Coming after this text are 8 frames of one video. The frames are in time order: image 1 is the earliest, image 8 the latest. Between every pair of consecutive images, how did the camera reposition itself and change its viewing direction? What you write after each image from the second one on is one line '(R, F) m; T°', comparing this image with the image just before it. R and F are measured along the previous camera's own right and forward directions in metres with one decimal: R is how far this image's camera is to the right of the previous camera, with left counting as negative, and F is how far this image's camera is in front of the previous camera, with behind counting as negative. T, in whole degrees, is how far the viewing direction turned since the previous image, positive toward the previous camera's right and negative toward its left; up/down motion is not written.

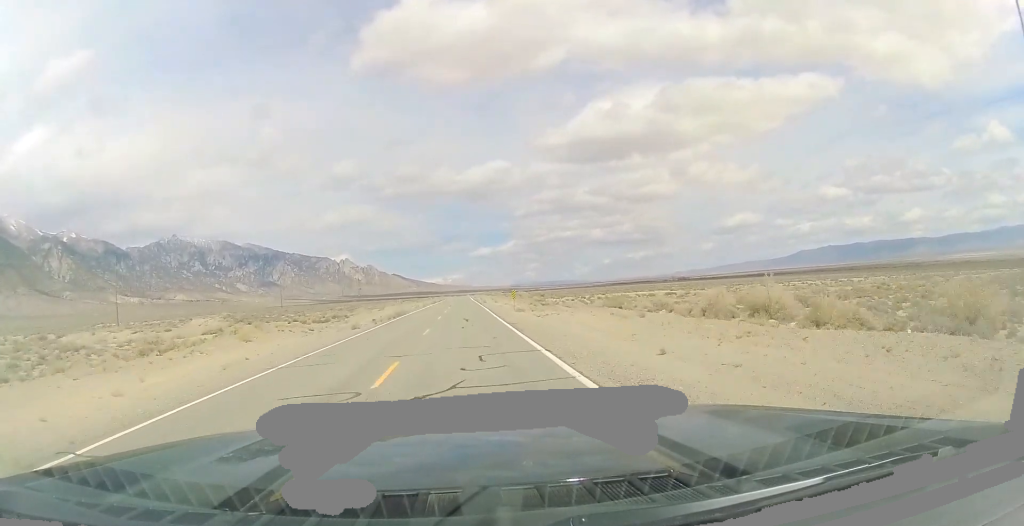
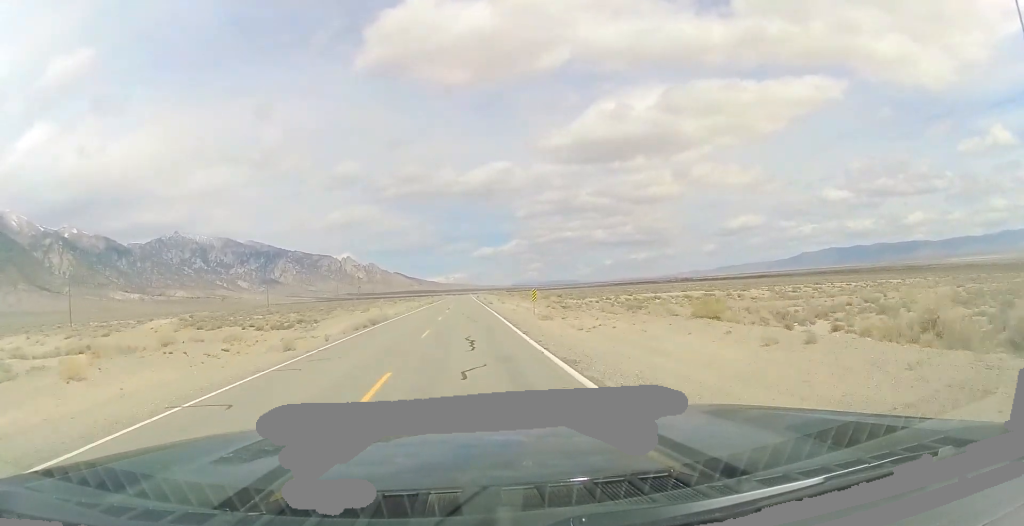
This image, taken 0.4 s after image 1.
(+0.1, +15.2) m; 0°
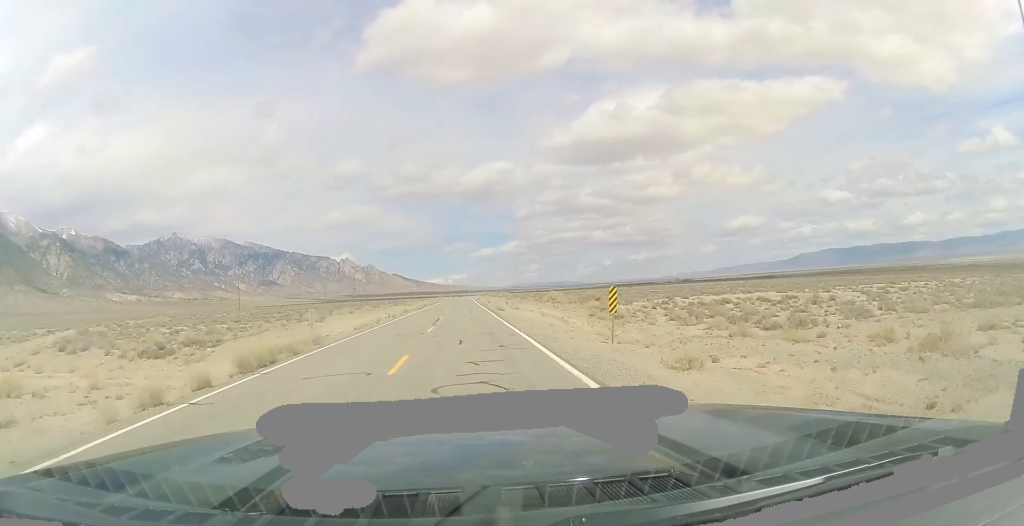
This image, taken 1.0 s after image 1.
(-0.3, +21.2) m; -1°
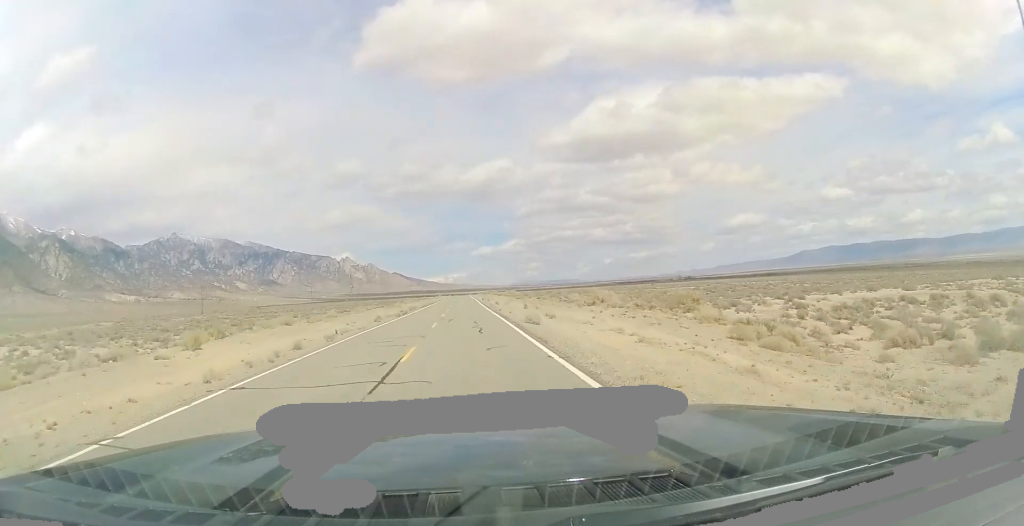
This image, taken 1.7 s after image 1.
(-0.1, +22.4) m; 0°
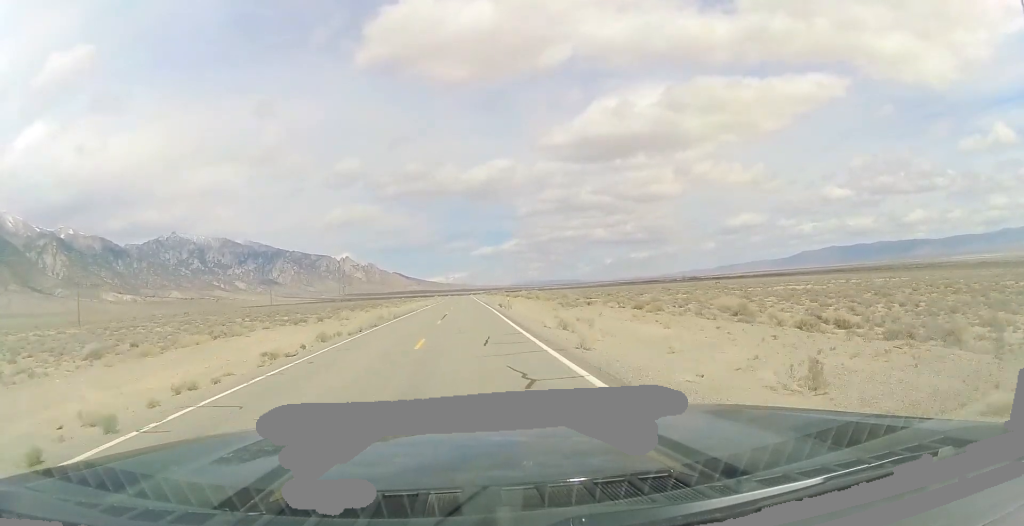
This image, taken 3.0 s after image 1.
(+0.1, +45.9) m; 0°
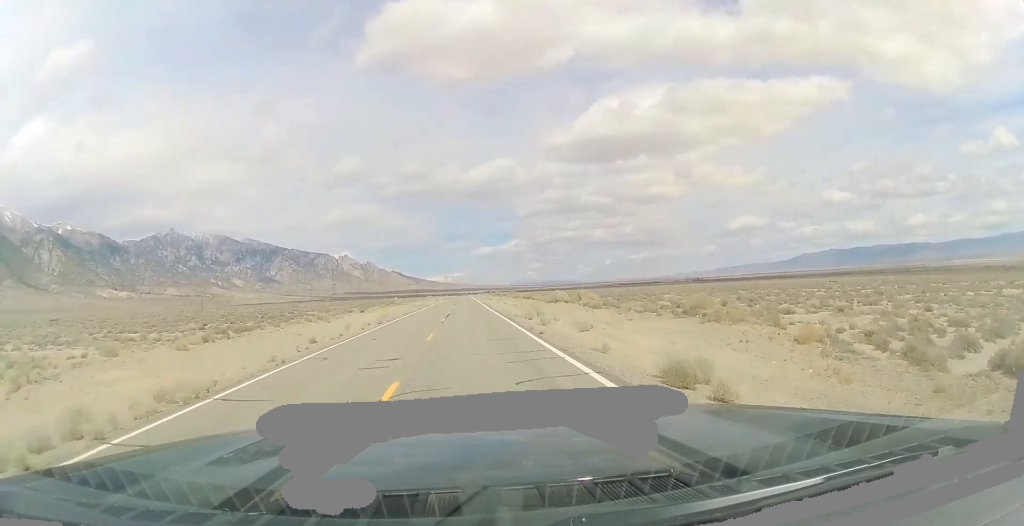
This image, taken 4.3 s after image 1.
(-0.2, +45.8) m; 0°
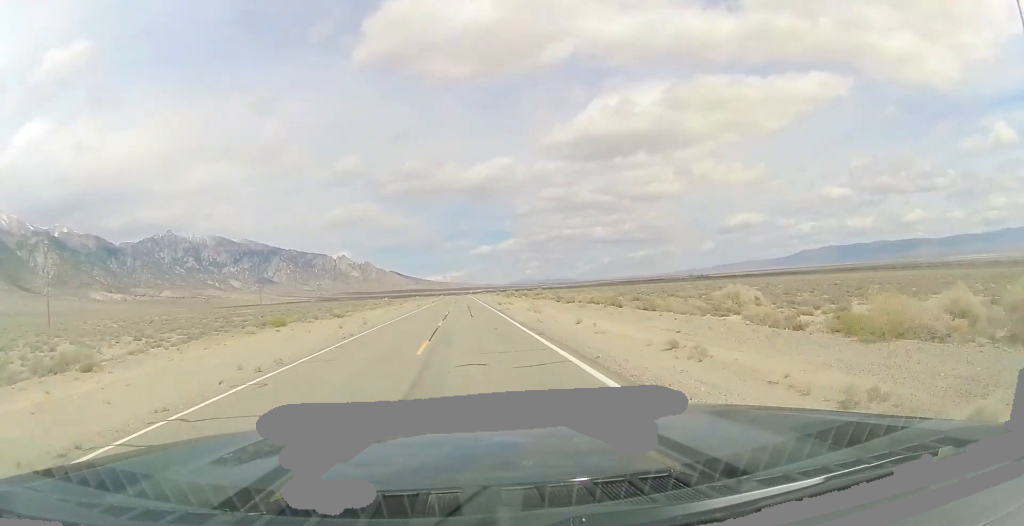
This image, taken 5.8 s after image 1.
(+0.6, +52.7) m; +1°
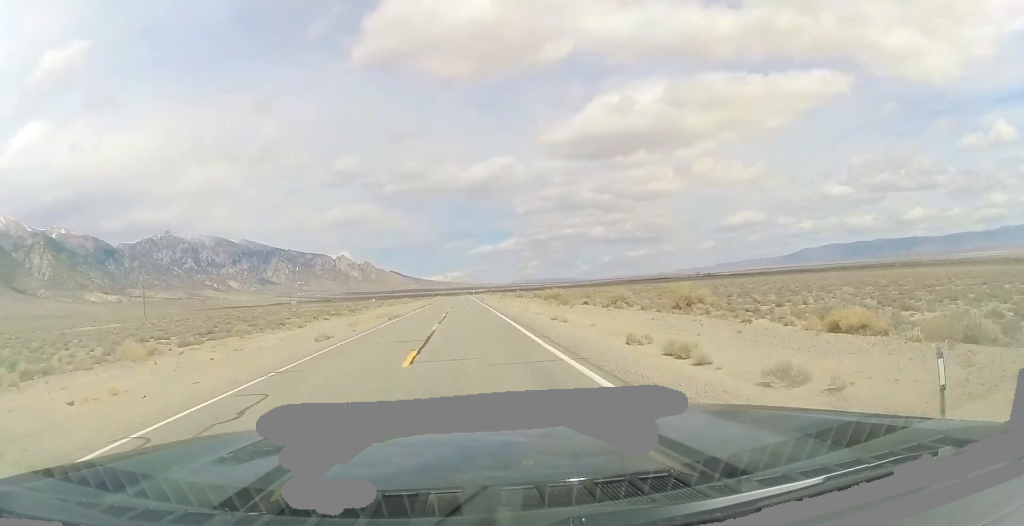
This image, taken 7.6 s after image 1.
(+0.3, +63.1) m; 0°
